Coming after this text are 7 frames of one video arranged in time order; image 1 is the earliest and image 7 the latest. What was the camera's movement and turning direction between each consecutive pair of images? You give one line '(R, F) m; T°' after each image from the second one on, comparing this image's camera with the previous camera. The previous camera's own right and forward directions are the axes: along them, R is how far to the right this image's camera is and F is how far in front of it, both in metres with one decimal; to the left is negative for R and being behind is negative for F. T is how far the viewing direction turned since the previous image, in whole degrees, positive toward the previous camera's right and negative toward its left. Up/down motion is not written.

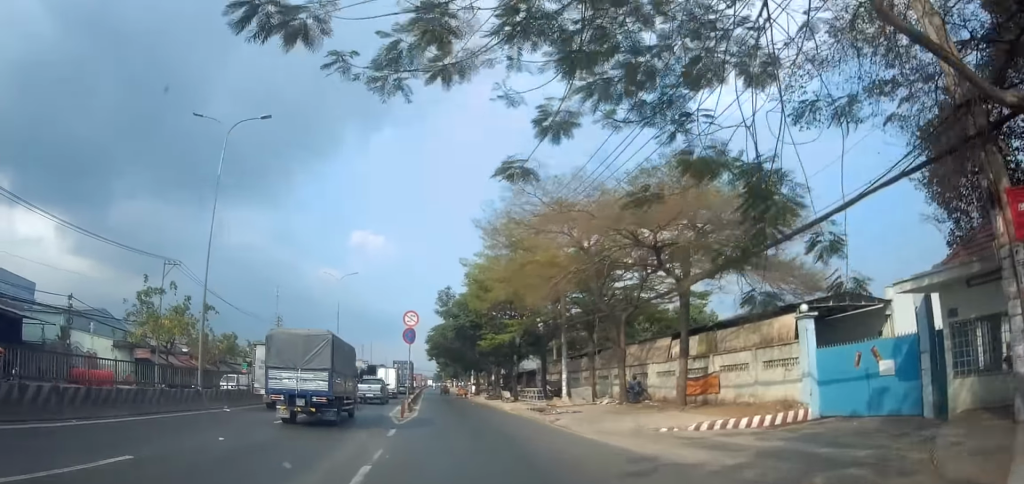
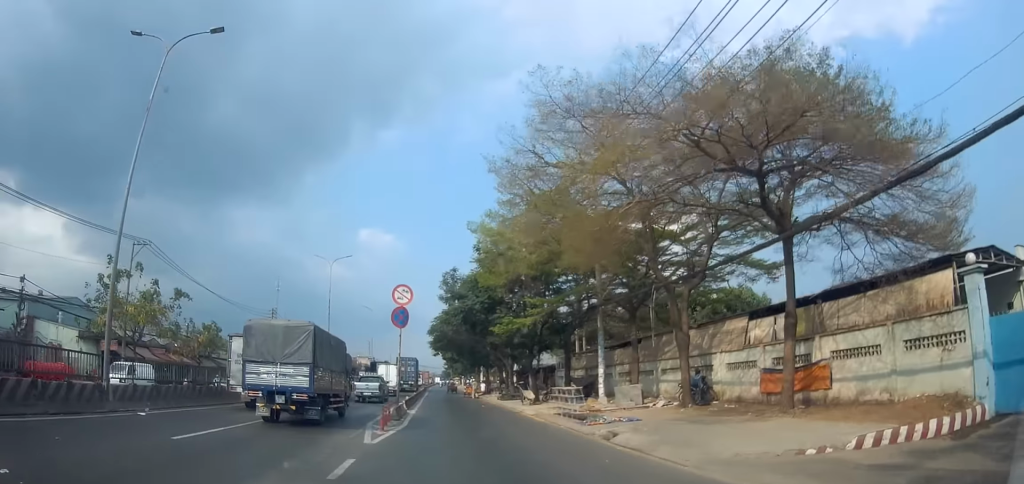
(-0.1, +7.0) m; -1°
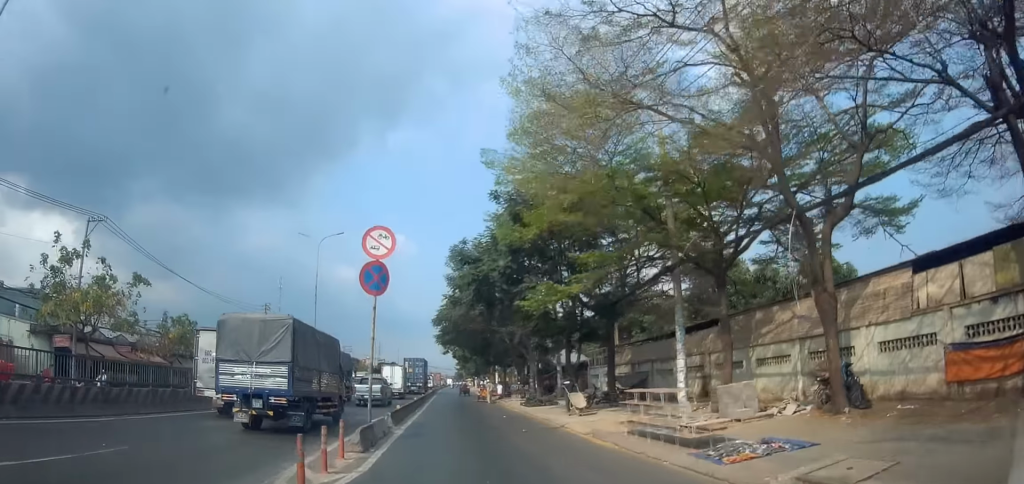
(0.0, +8.3) m; -1°
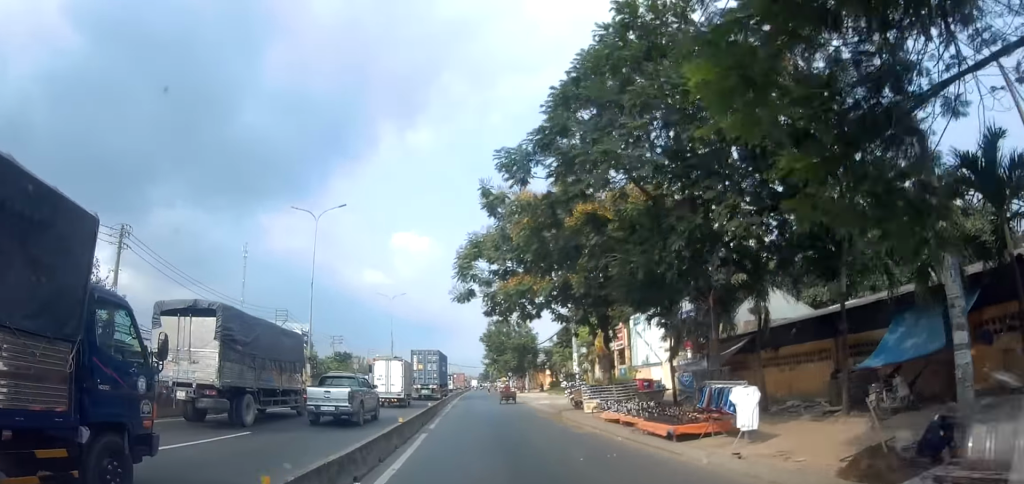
(-1.2, +41.5) m; 0°
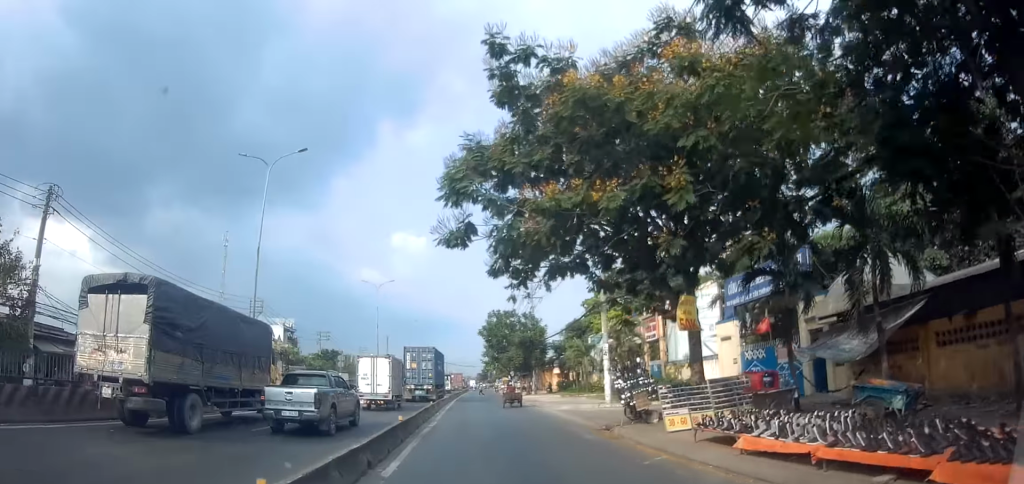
(-0.1, +9.1) m; -1°
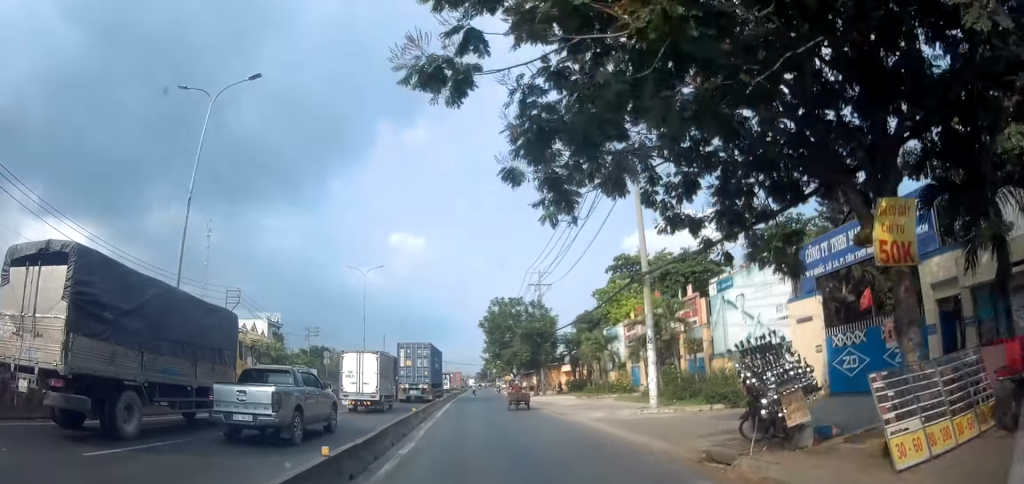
(-0.4, +7.2) m; 0°
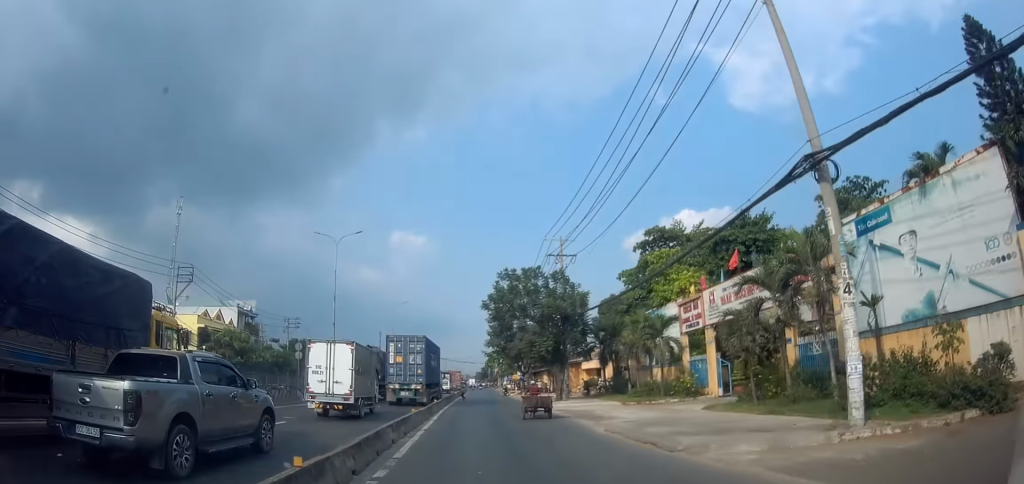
(+0.7, +12.0) m; -1°
